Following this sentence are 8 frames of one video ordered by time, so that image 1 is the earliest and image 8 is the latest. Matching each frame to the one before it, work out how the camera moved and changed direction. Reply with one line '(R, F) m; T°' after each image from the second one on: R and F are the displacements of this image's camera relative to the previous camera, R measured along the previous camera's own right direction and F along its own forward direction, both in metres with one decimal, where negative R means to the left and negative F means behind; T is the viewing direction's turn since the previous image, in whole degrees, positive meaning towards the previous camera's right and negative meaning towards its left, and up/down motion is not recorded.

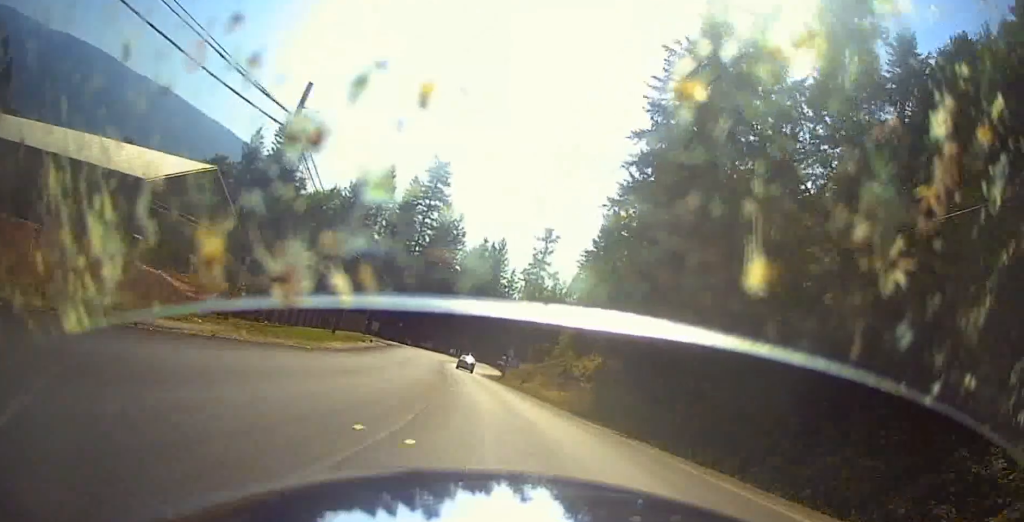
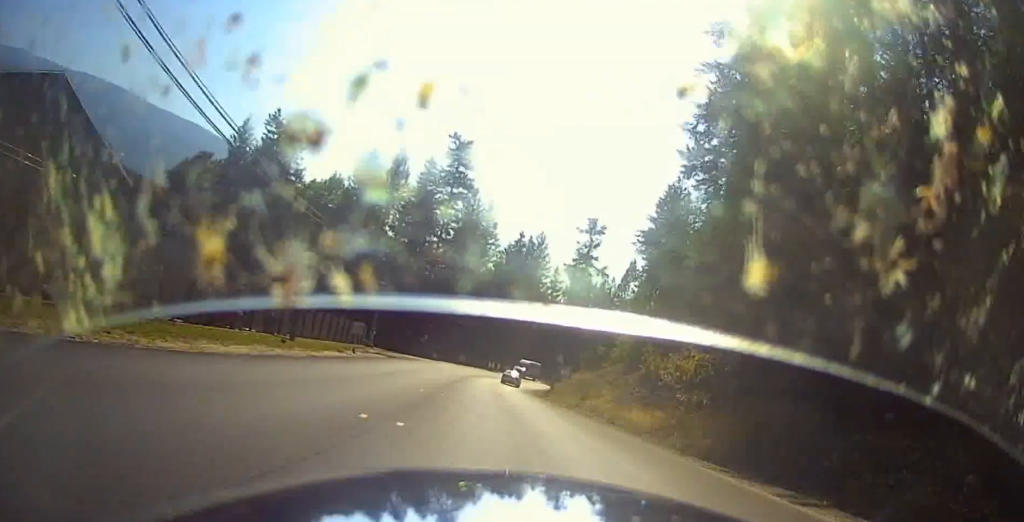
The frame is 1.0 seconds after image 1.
(-1.0, +20.6) m; -4°
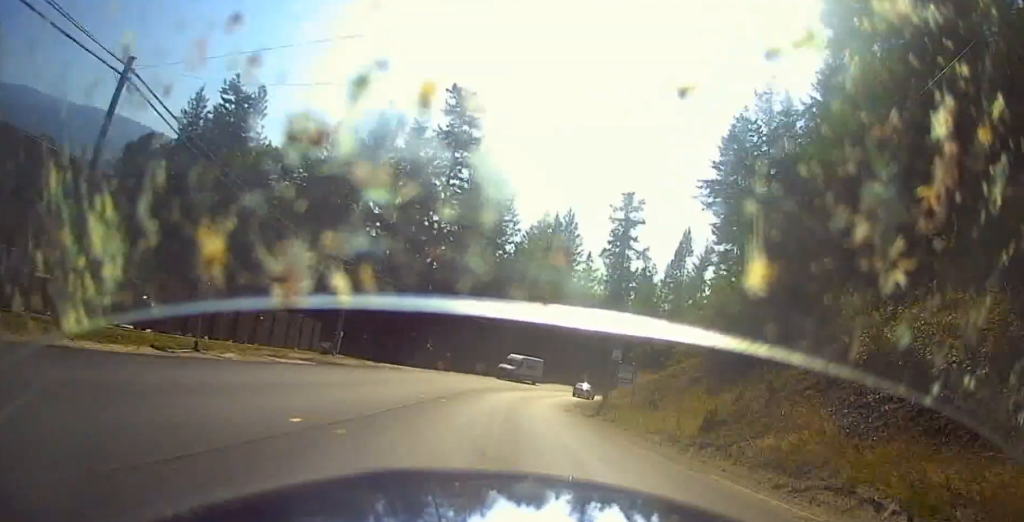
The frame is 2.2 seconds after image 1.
(-0.4, +24.3) m; -1°
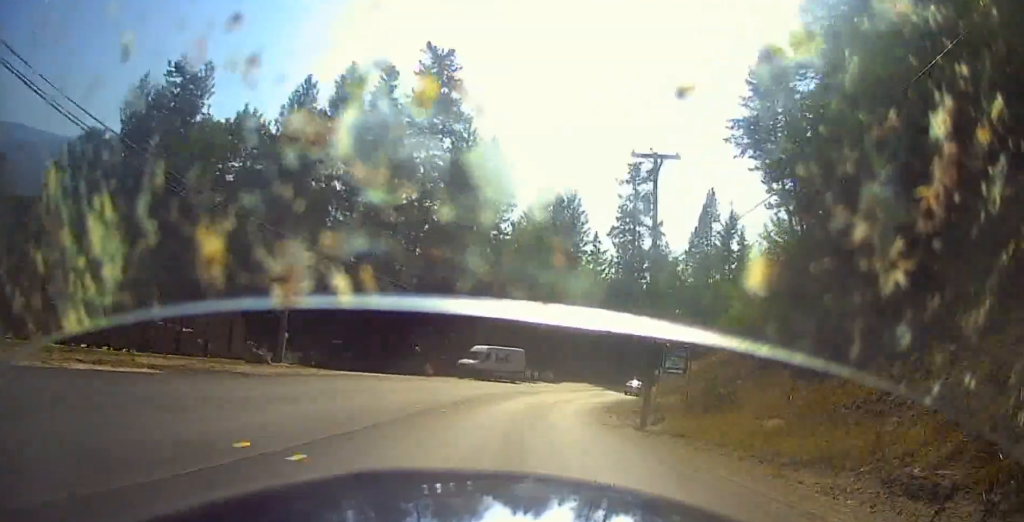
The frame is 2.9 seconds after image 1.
(+0.1, +12.6) m; +2°
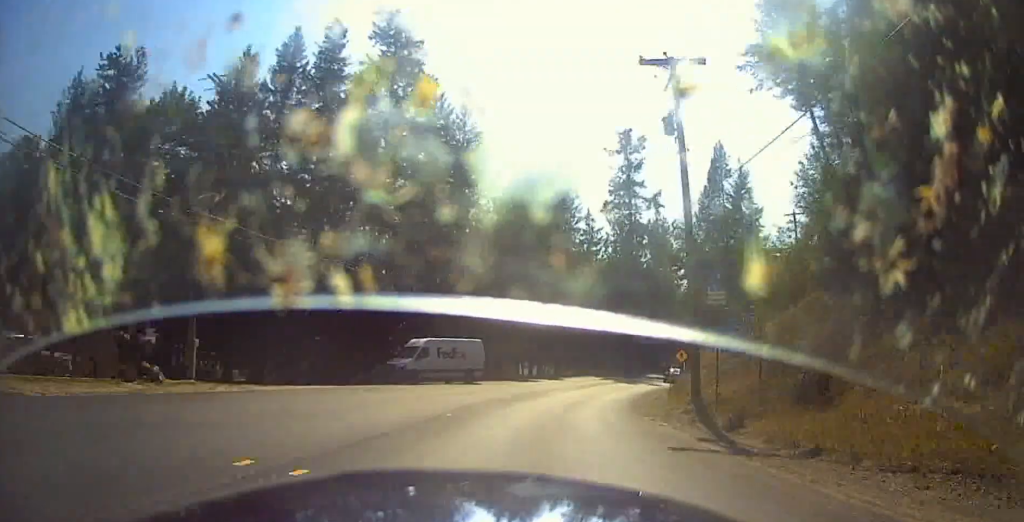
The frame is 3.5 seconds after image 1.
(-0.1, +9.1) m; +2°
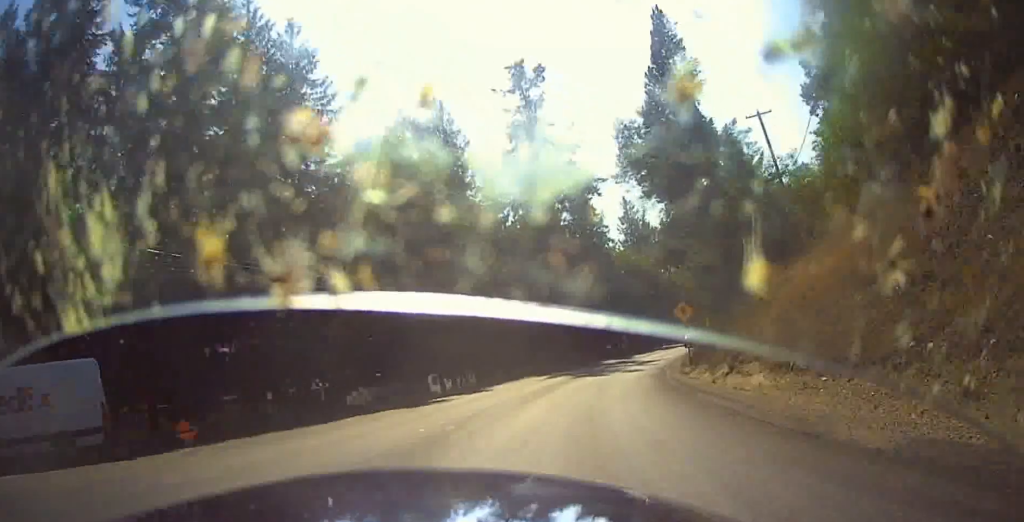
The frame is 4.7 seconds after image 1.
(+0.9, +20.5) m; +2°
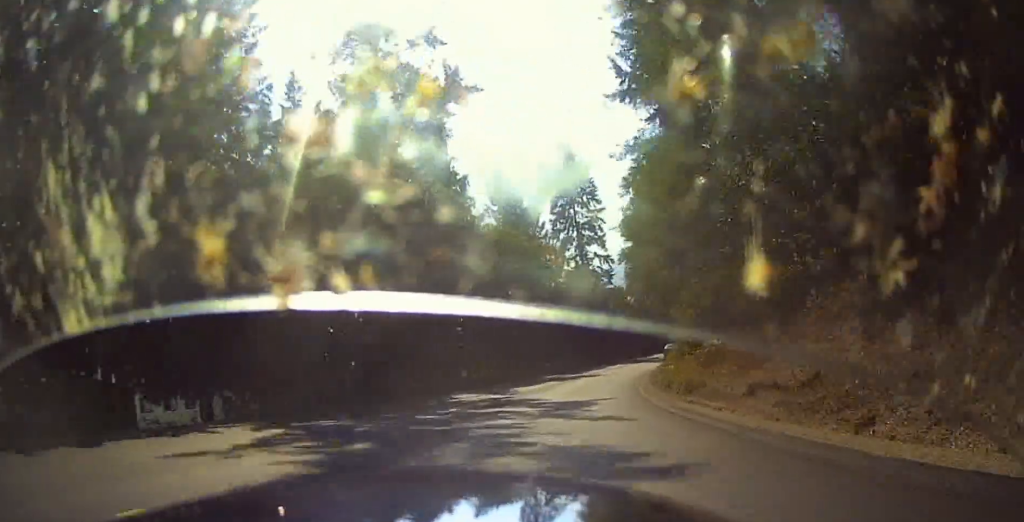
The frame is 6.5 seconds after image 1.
(+1.8, +31.1) m; +11°
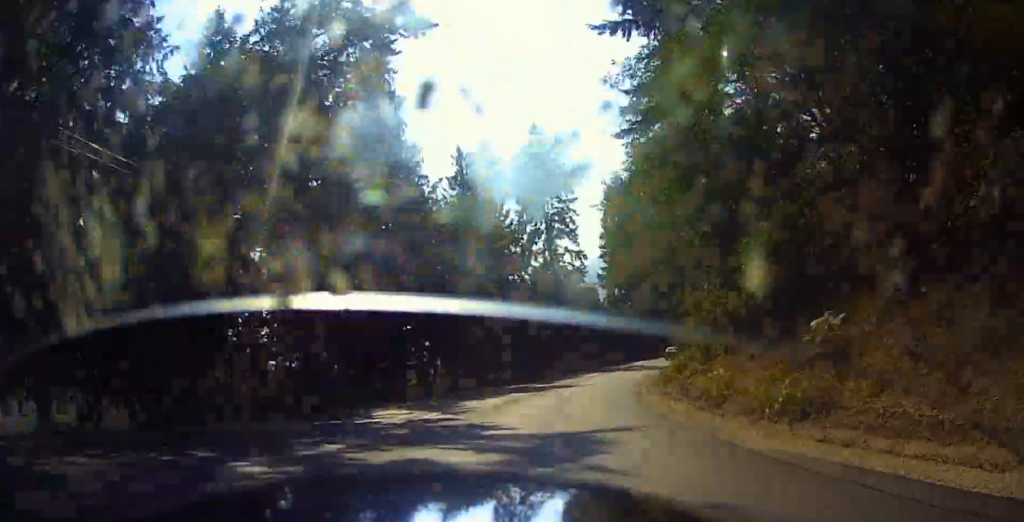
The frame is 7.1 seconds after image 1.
(+0.6, +10.3) m; +4°
